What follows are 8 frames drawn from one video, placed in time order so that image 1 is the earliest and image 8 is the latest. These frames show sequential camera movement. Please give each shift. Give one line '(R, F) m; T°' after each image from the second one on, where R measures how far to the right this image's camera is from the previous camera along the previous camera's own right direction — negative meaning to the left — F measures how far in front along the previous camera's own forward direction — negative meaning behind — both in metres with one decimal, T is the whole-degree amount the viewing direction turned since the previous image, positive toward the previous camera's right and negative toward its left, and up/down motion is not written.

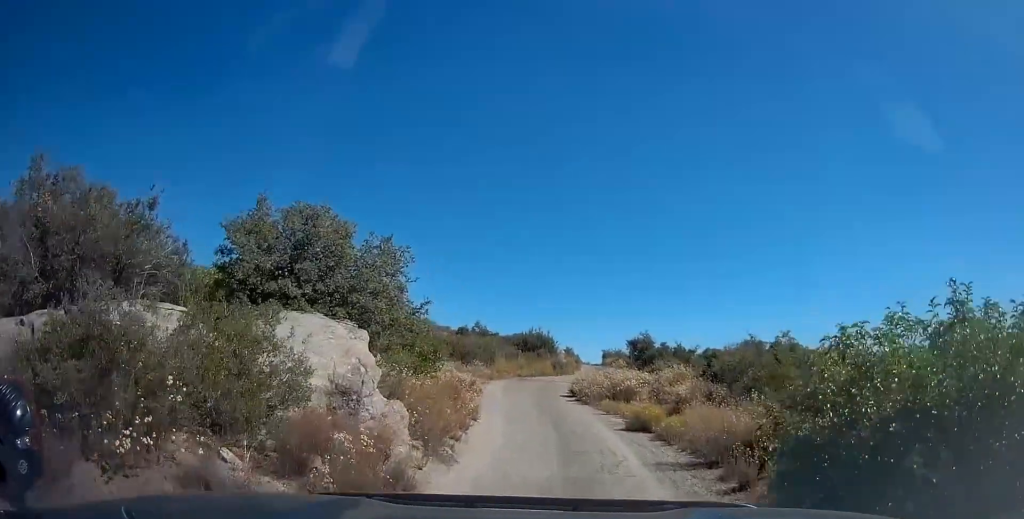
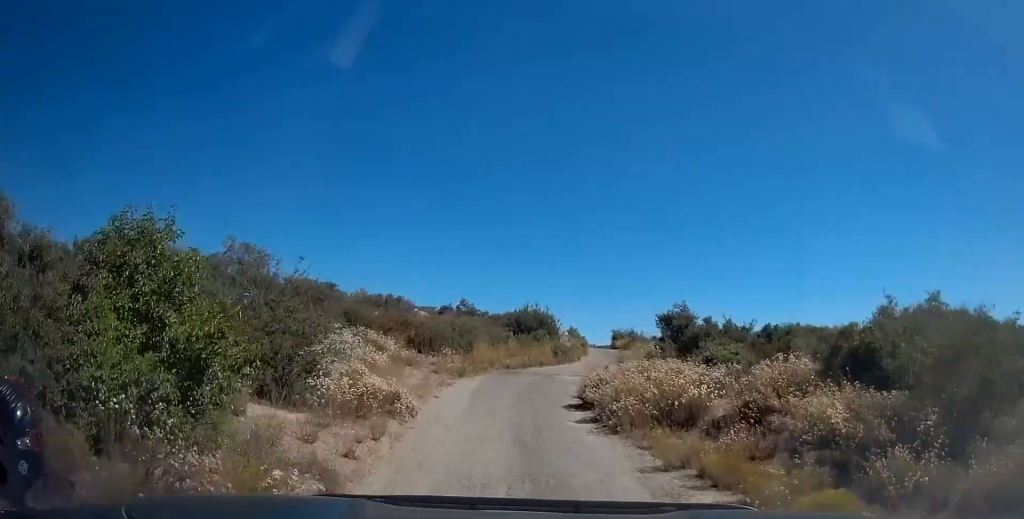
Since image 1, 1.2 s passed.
(+0.7, +9.5) m; +5°
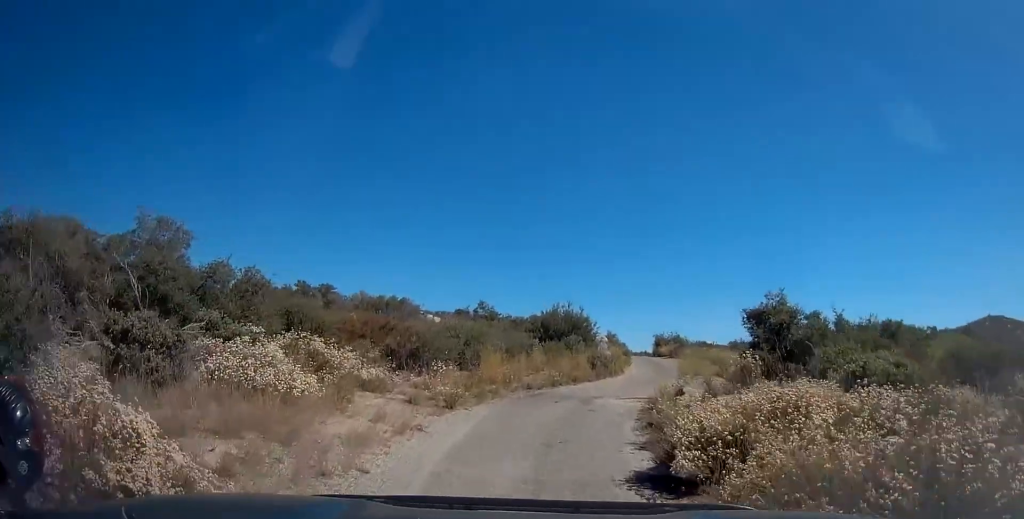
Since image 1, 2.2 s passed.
(0.0, +7.3) m; -1°
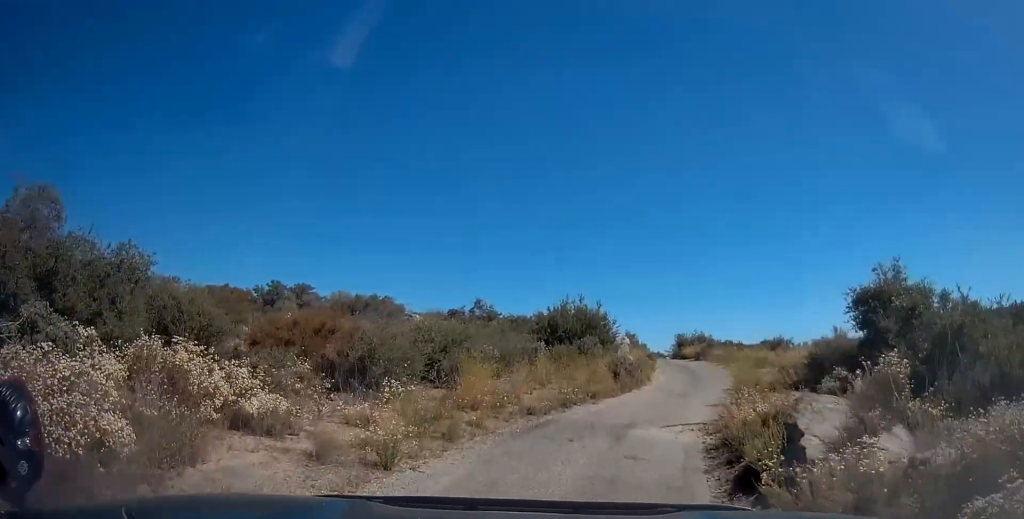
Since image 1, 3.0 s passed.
(-0.1, +6.0) m; -1°
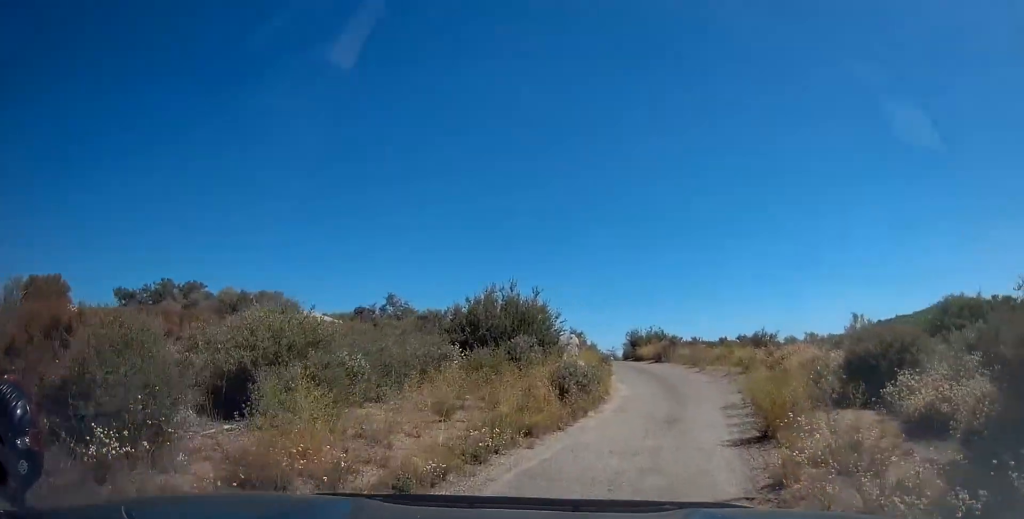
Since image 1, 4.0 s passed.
(-0.1, +7.2) m; -1°
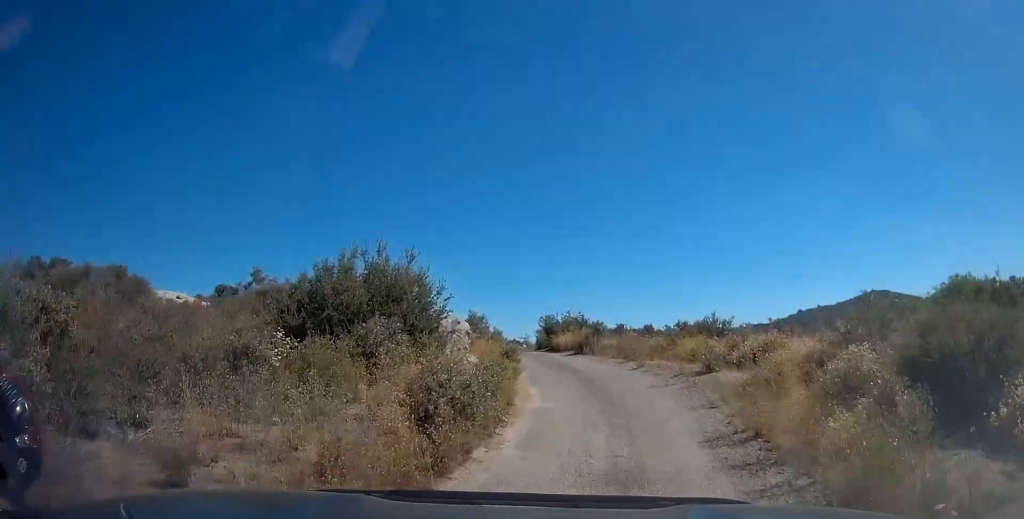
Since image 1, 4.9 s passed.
(0.0, +6.0) m; 0°
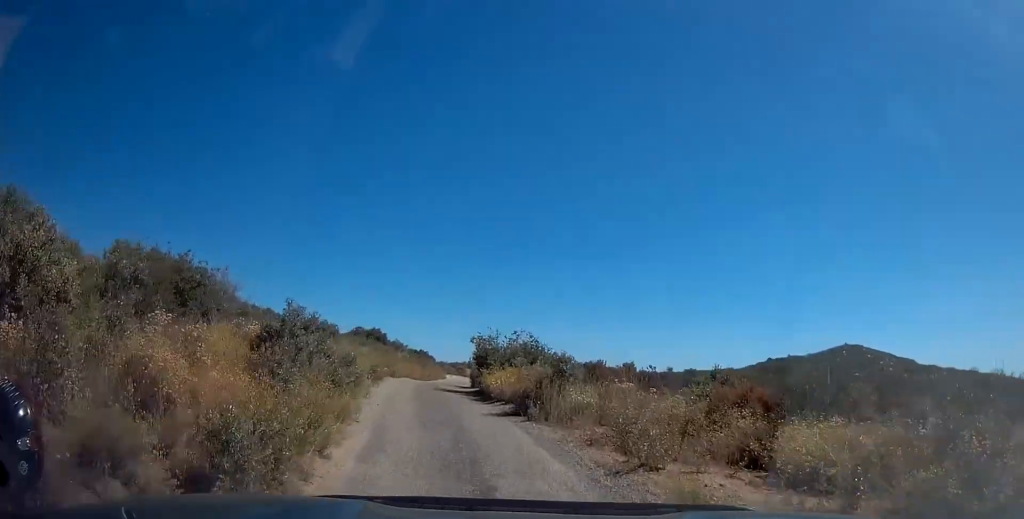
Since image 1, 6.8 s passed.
(+2.3, +11.5) m; +18°
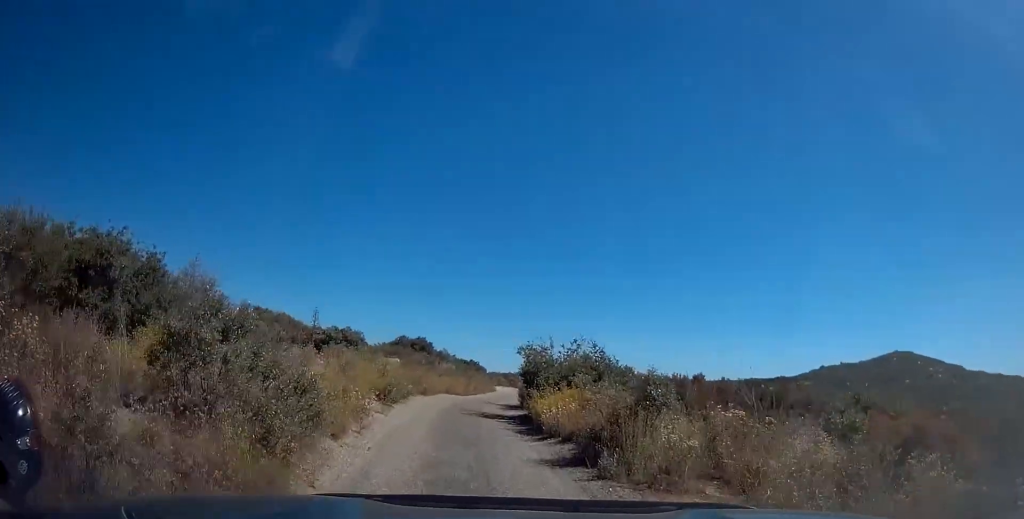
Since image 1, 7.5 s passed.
(-0.4, +4.3) m; -4°
